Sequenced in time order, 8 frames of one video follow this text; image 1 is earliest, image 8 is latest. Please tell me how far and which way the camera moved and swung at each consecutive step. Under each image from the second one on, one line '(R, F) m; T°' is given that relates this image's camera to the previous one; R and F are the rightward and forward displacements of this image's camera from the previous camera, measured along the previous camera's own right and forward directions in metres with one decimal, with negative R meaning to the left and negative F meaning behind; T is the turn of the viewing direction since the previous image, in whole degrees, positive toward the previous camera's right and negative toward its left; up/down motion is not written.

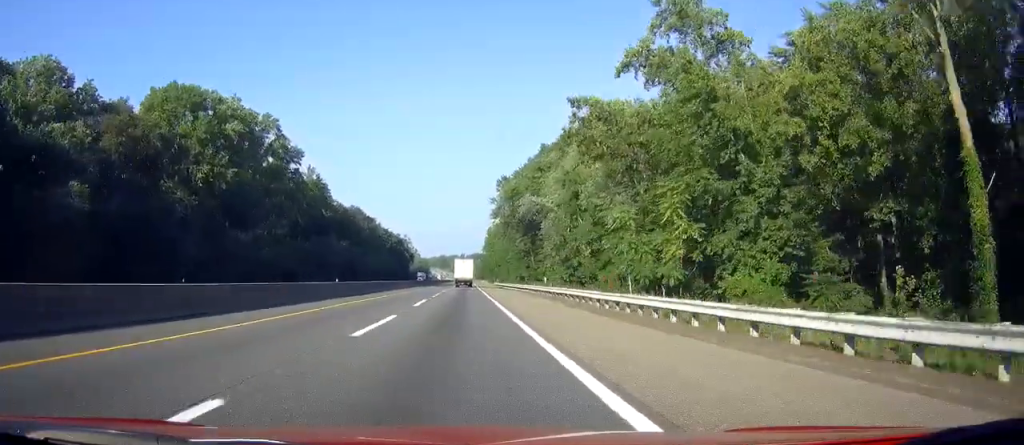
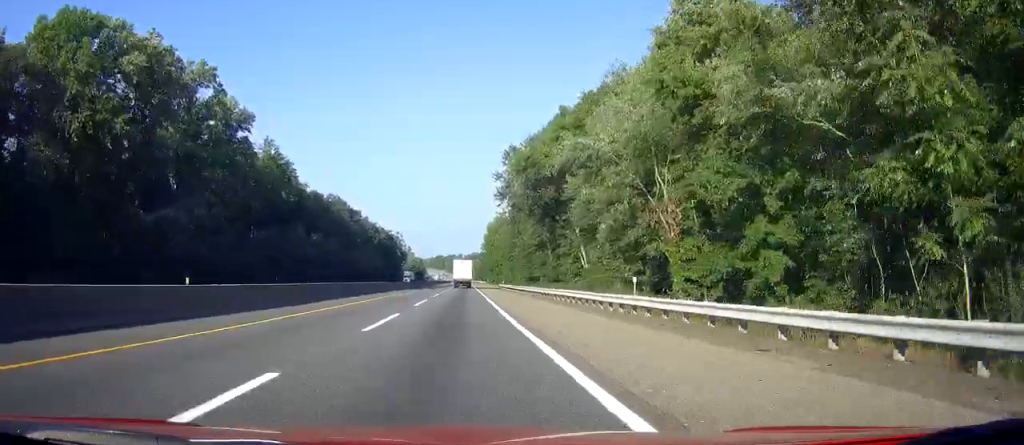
(-0.2, +28.2) m; -1°
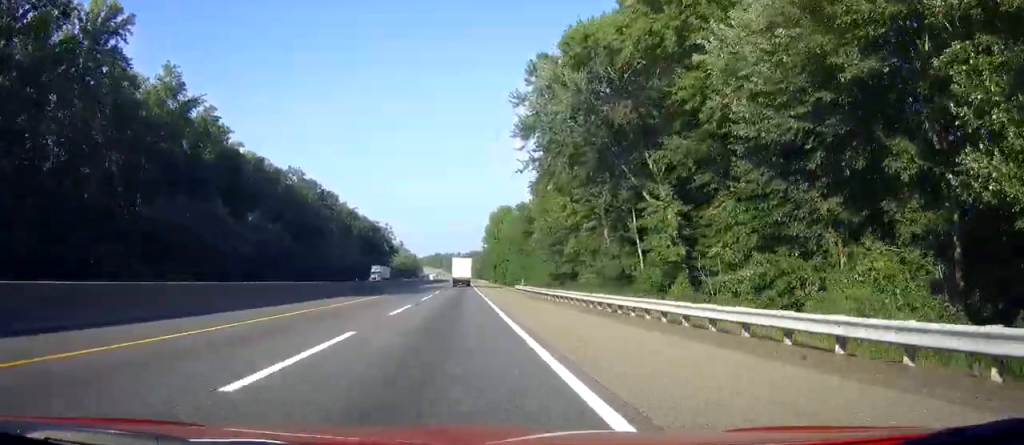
(-0.4, +38.5) m; 0°
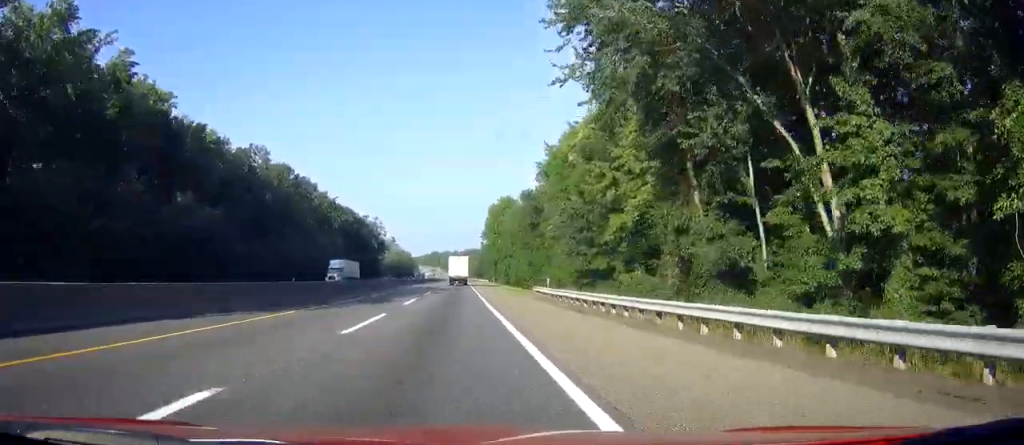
(0.0, +22.8) m; 0°
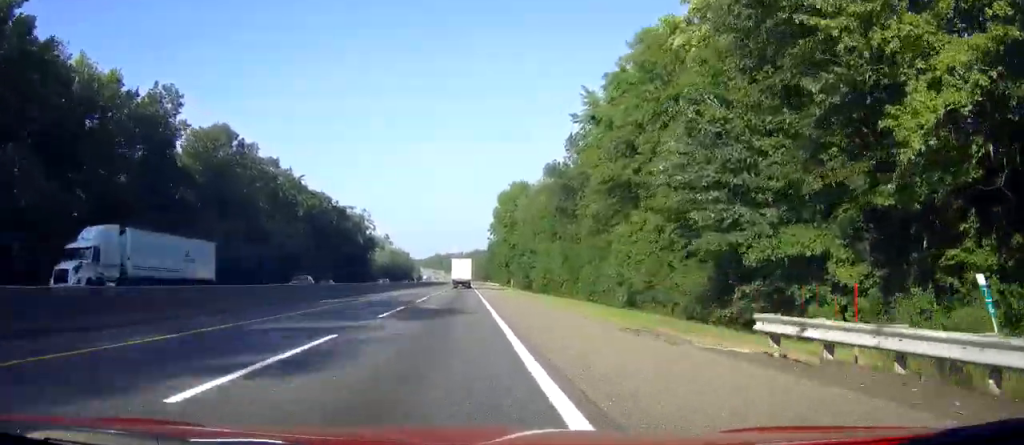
(+0.4, +38.2) m; 0°
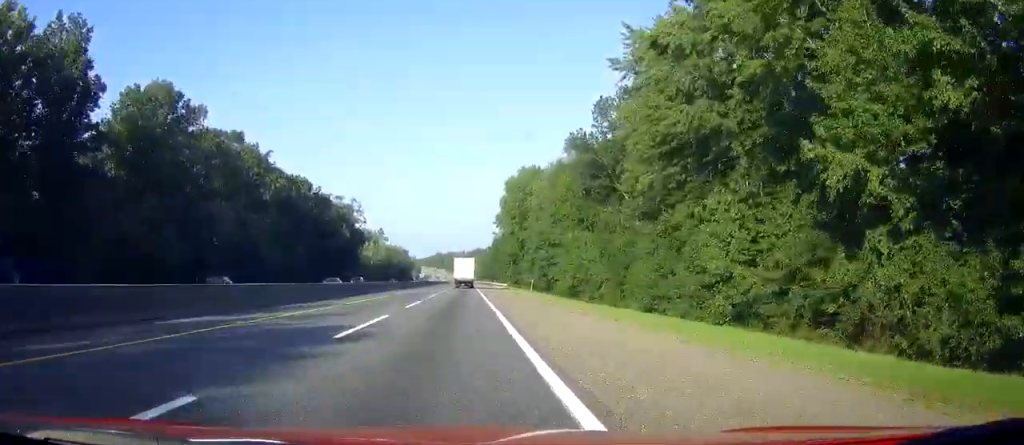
(0.0, +22.7) m; -1°
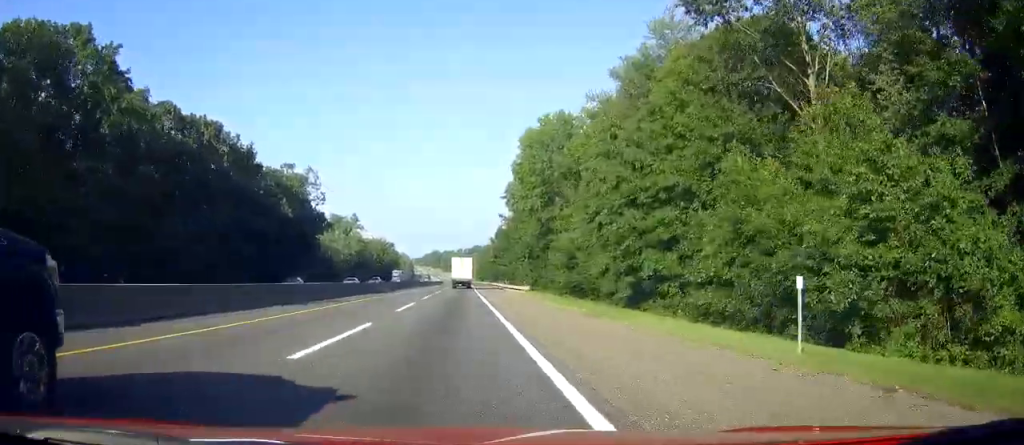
(-0.7, +48.8) m; -1°
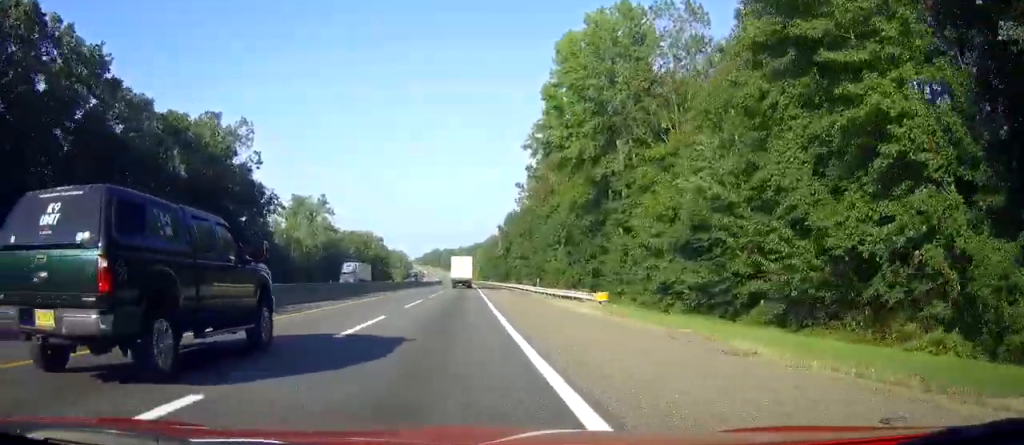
(0.0, +41.8) m; 0°
